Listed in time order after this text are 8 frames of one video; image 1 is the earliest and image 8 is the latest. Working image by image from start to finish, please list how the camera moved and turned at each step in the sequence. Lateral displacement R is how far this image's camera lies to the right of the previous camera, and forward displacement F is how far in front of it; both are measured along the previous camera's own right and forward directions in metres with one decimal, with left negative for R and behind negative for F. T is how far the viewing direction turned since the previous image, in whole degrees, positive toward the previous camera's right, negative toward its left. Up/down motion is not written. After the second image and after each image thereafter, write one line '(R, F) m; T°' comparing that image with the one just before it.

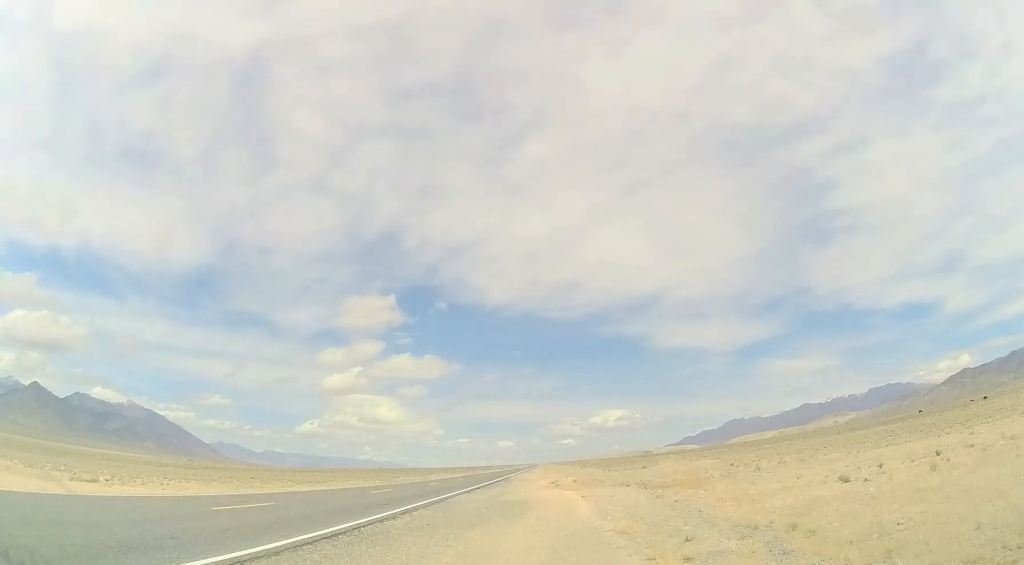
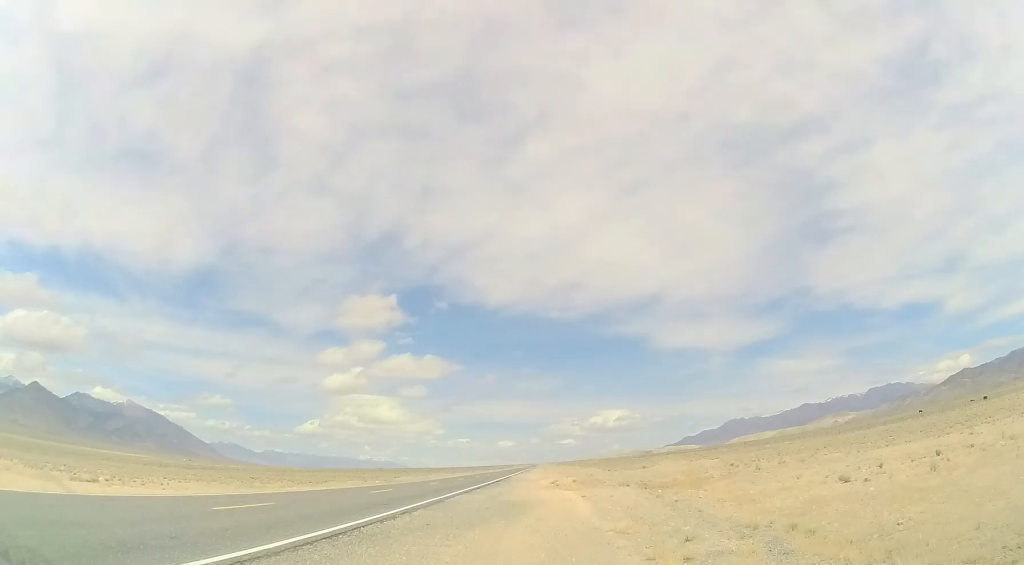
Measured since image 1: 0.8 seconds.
(0.0, 0.0) m; 0°
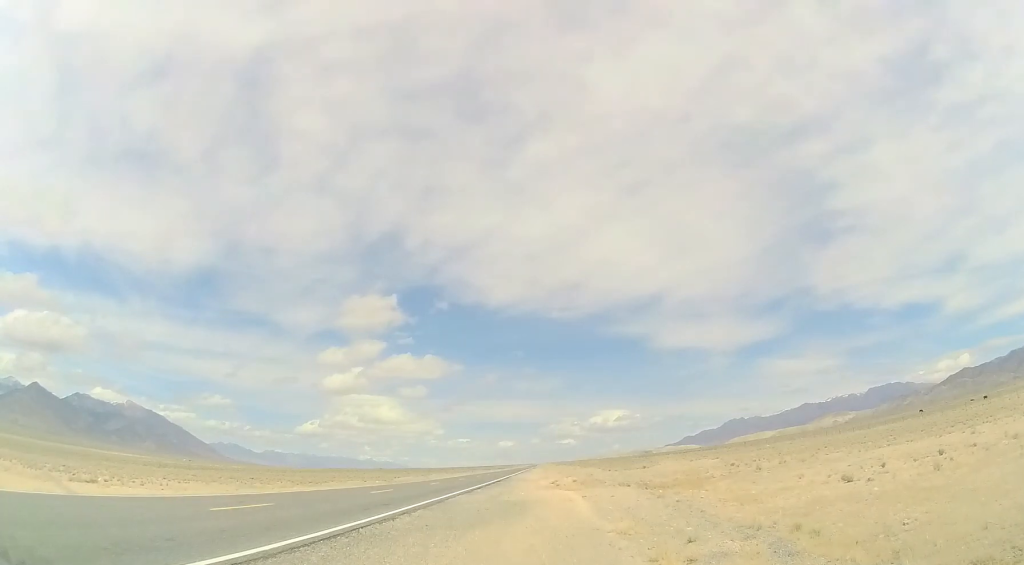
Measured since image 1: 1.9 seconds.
(0.0, 0.0) m; 0°
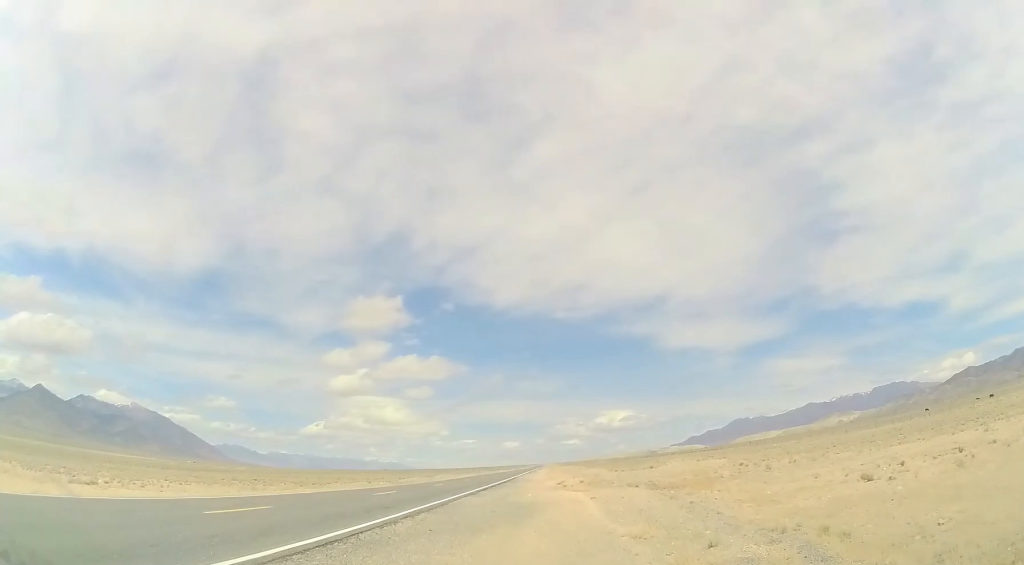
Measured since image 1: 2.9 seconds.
(0.0, +0.1) m; 0°
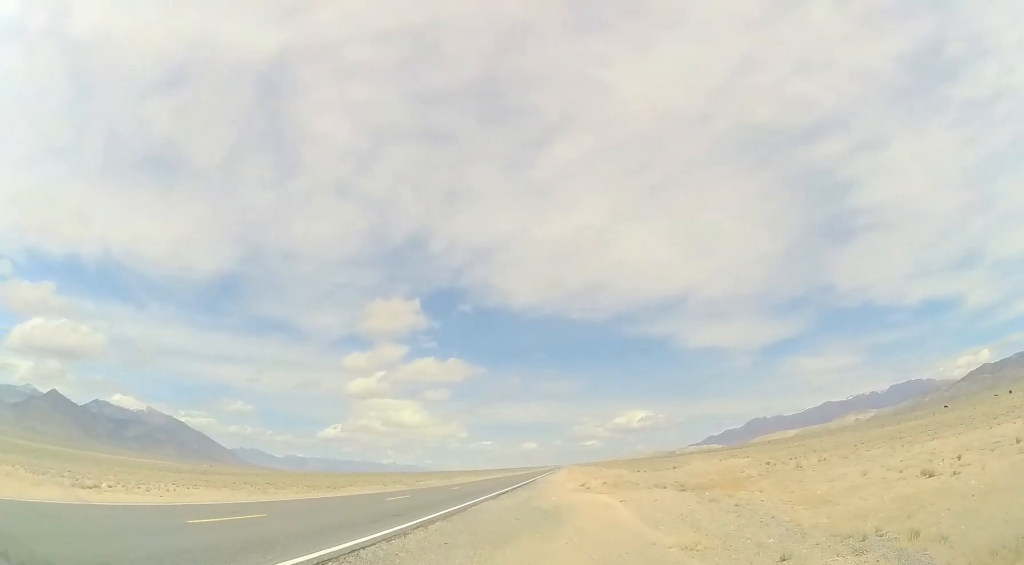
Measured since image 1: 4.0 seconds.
(-0.1, +0.6) m; 0°
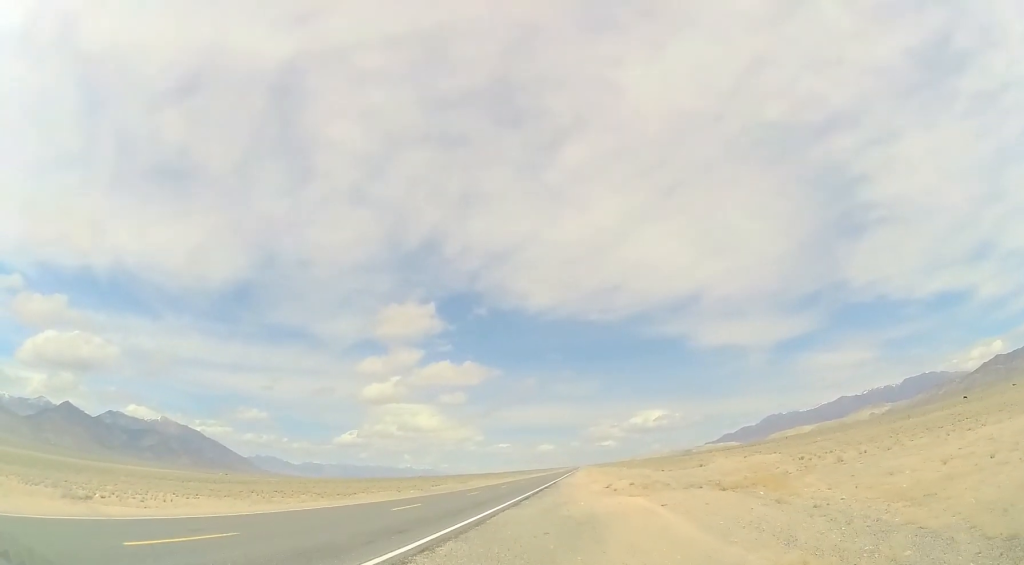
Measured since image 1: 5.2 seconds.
(0.0, +2.0) m; 0°
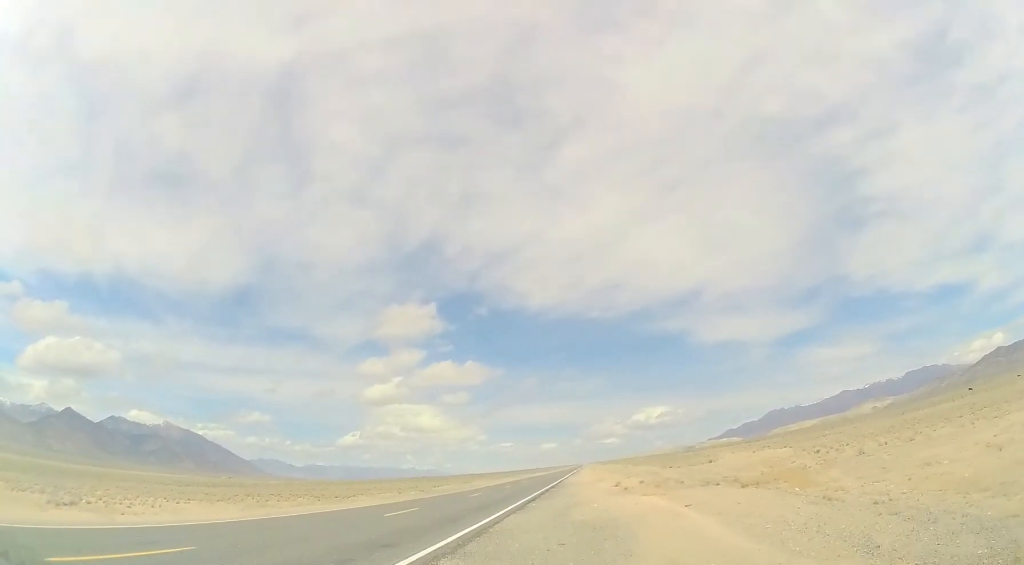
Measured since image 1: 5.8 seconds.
(0.0, +1.6) m; +1°
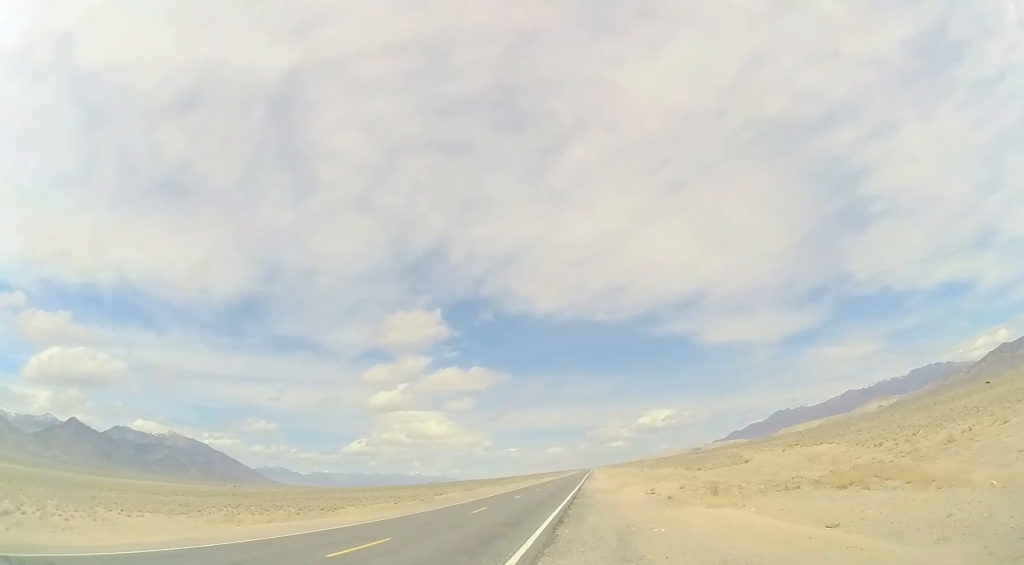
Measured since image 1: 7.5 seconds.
(-0.3, +6.8) m; -4°
